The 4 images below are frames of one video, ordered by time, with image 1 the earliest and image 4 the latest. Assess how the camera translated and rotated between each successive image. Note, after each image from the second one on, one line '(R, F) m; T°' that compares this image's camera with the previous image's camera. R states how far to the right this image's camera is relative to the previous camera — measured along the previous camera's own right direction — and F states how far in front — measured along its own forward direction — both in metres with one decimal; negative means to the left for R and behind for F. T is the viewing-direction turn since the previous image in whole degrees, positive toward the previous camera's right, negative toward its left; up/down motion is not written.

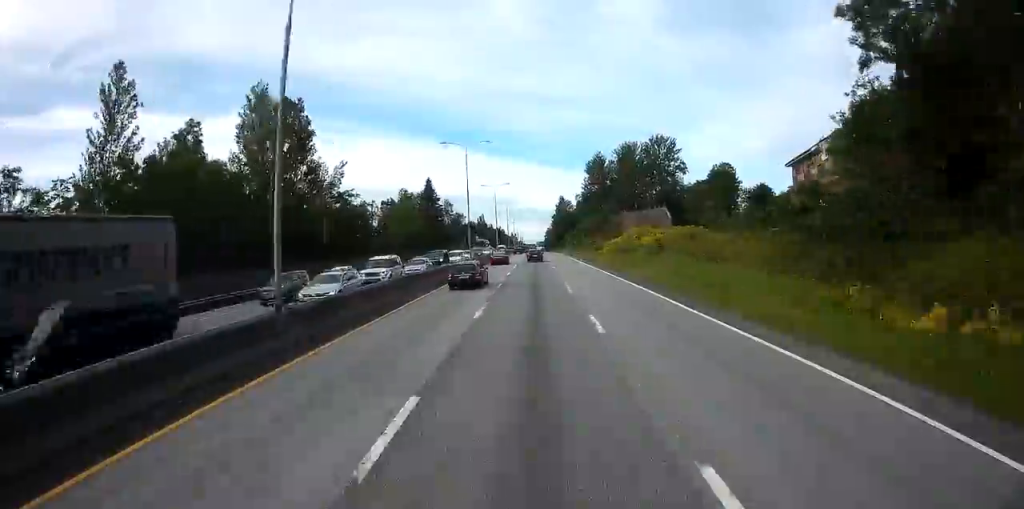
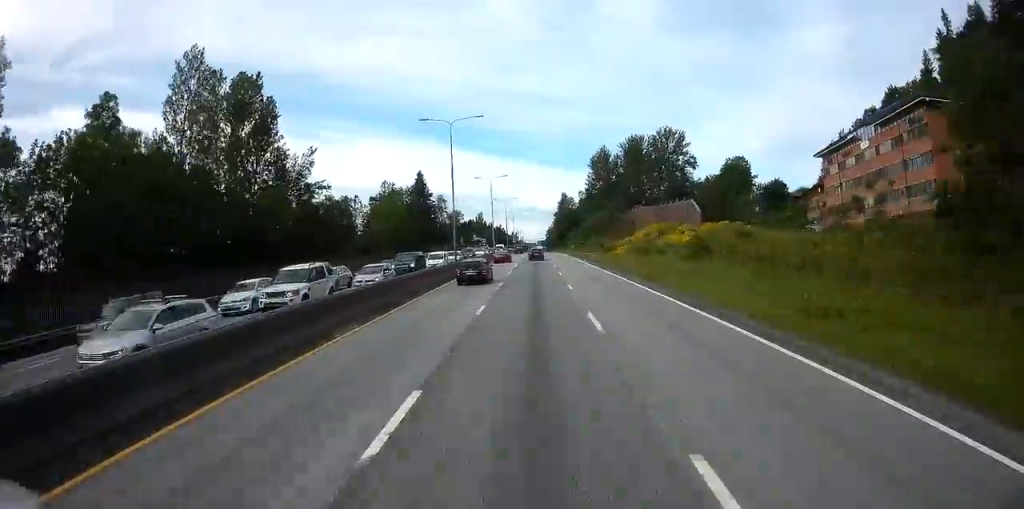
(0.0, +12.1) m; 0°
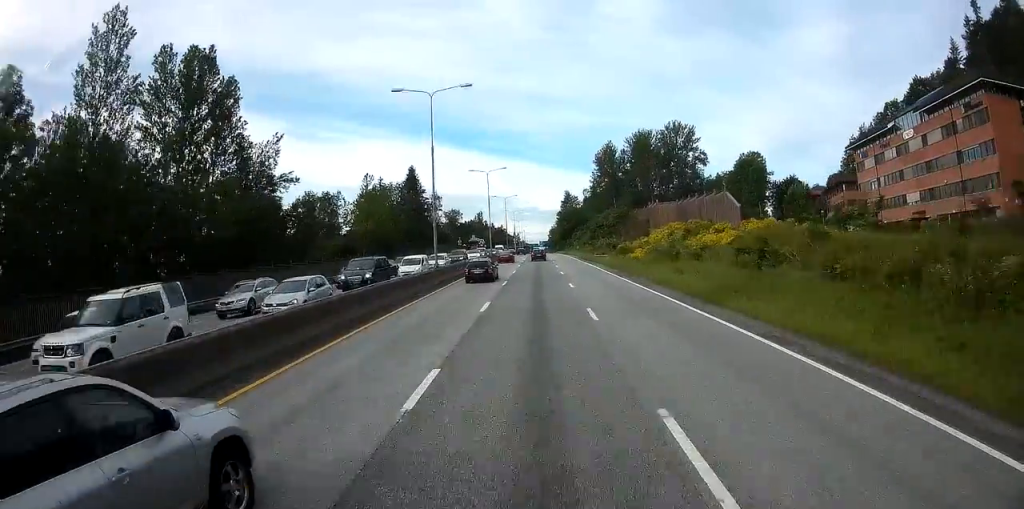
(0.0, +10.5) m; 0°
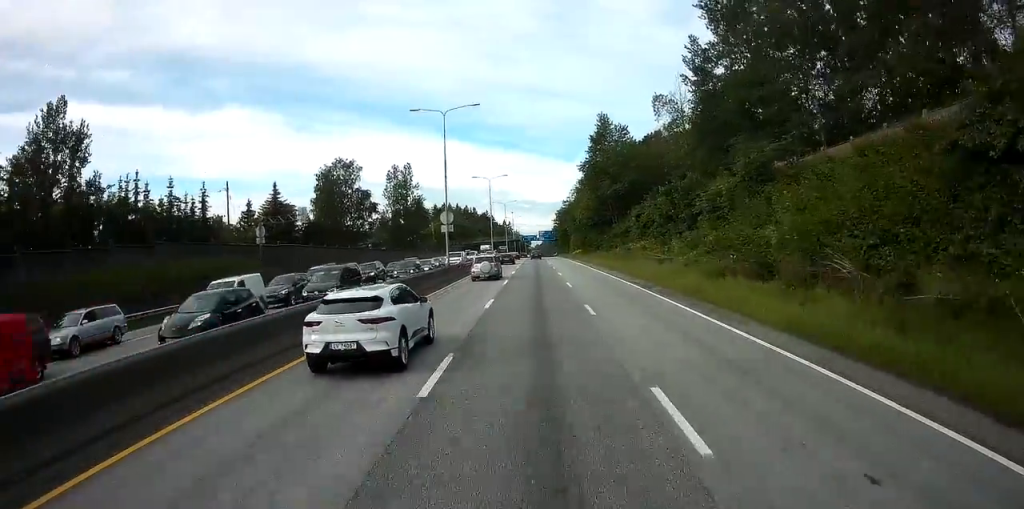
(+1.1, +129.1) m; 0°
